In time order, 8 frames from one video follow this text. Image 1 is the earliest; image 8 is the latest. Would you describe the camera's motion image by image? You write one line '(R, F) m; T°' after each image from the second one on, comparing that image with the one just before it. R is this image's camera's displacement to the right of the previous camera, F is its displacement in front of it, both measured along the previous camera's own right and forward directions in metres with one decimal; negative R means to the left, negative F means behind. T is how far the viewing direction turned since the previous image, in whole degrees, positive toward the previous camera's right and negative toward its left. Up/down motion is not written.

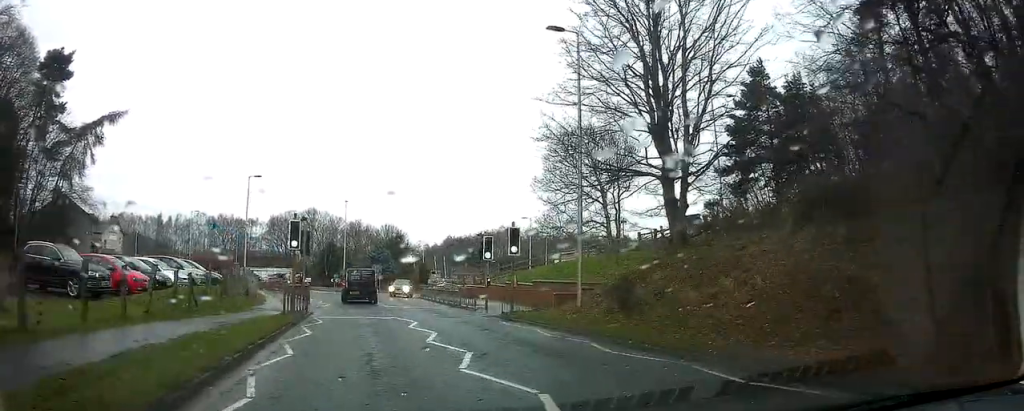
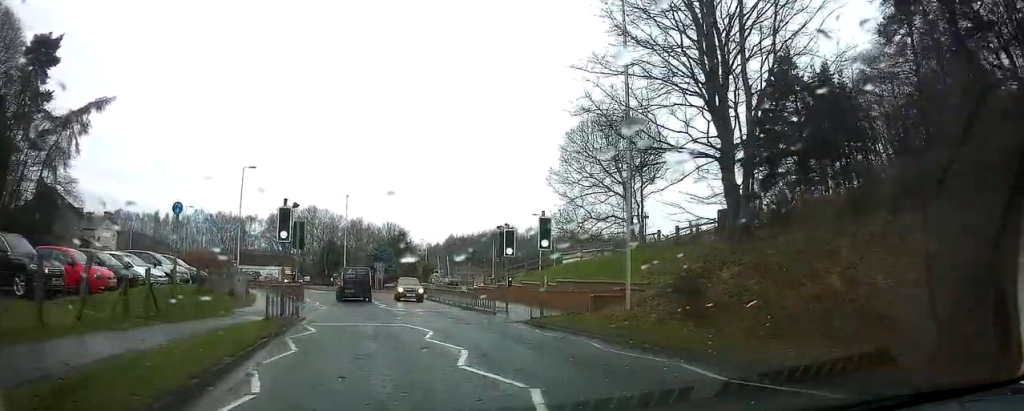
(0.0, +4.6) m; -5°
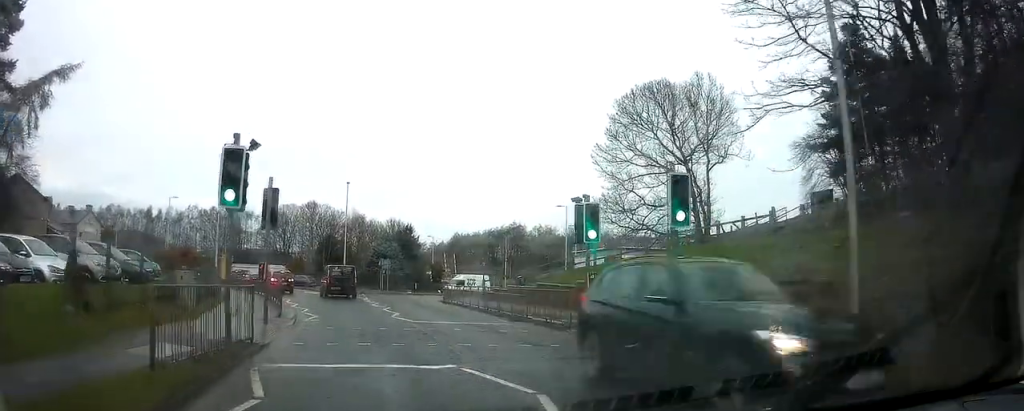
(-0.8, +9.8) m; +3°
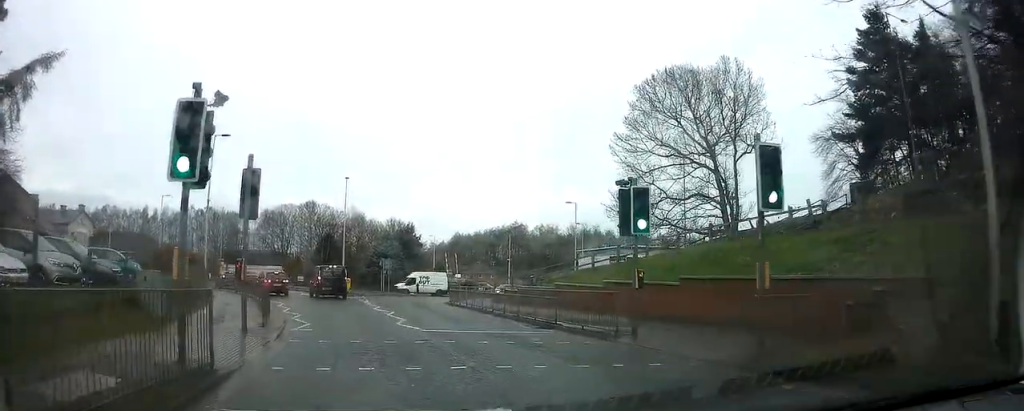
(+0.3, +3.4) m; +7°
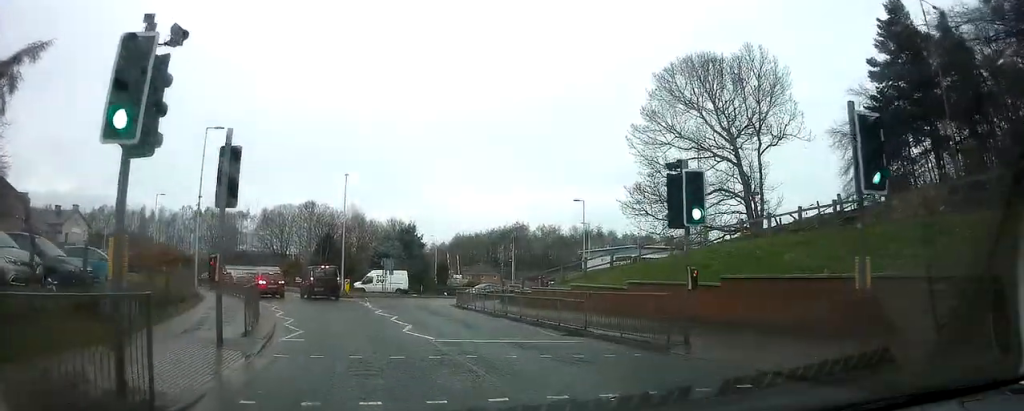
(+0.2, +2.7) m; +4°
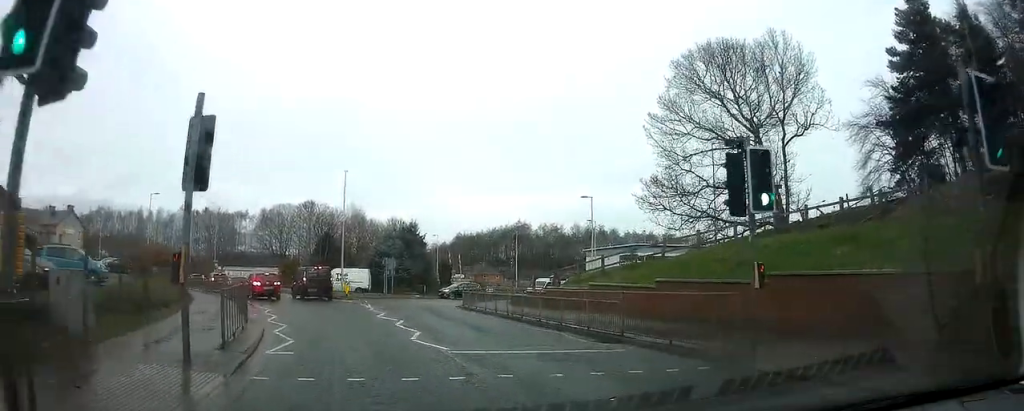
(0.0, +2.6) m; -6°
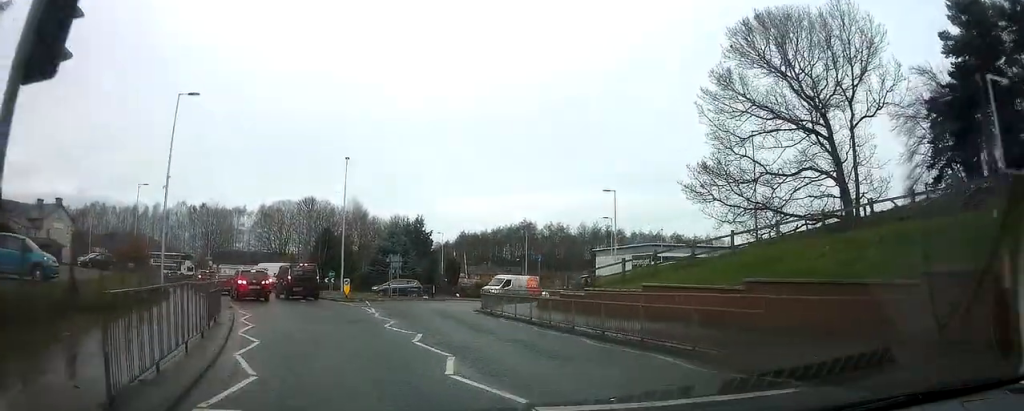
(-0.6, +5.1) m; -23°
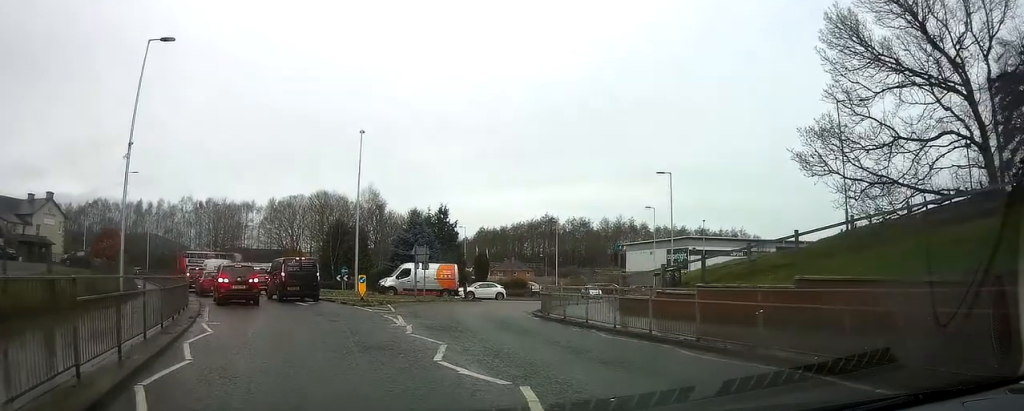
(-2.8, +6.9) m; +24°
